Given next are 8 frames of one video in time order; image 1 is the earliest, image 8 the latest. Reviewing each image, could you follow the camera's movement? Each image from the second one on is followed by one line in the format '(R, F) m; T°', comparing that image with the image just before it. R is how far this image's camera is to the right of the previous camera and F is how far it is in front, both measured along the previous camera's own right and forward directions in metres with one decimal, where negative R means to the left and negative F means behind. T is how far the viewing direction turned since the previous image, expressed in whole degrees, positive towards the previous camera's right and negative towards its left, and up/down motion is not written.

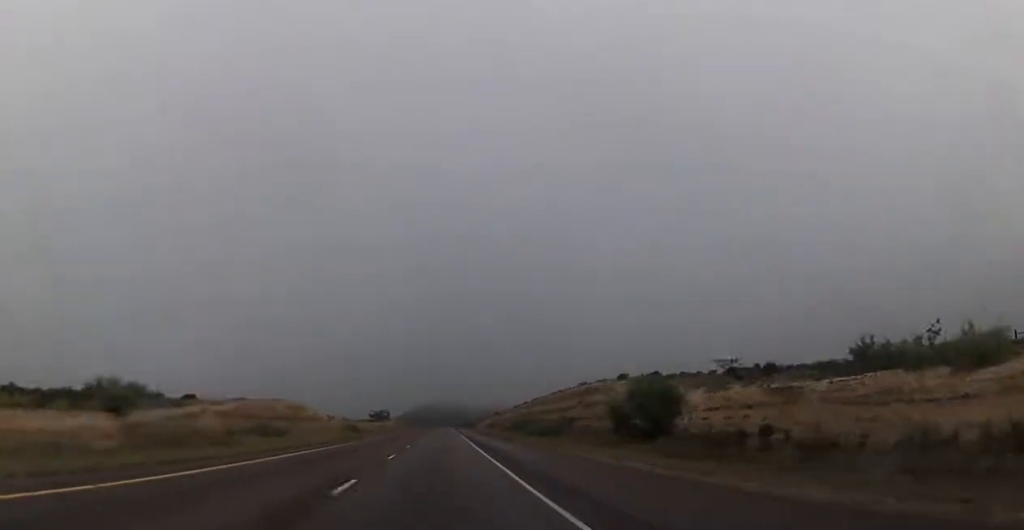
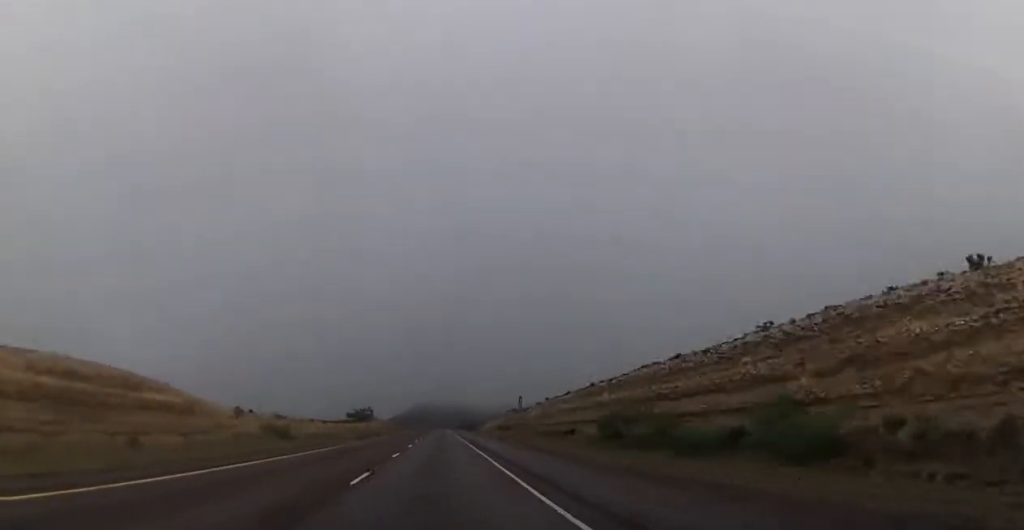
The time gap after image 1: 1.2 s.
(0.0, +46.3) m; +1°
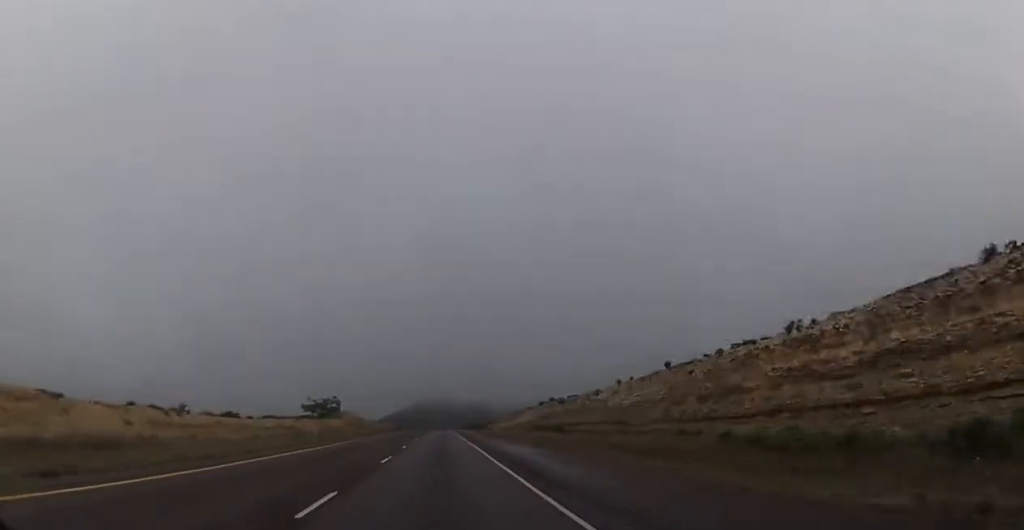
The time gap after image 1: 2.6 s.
(+0.3, +54.1) m; 0°
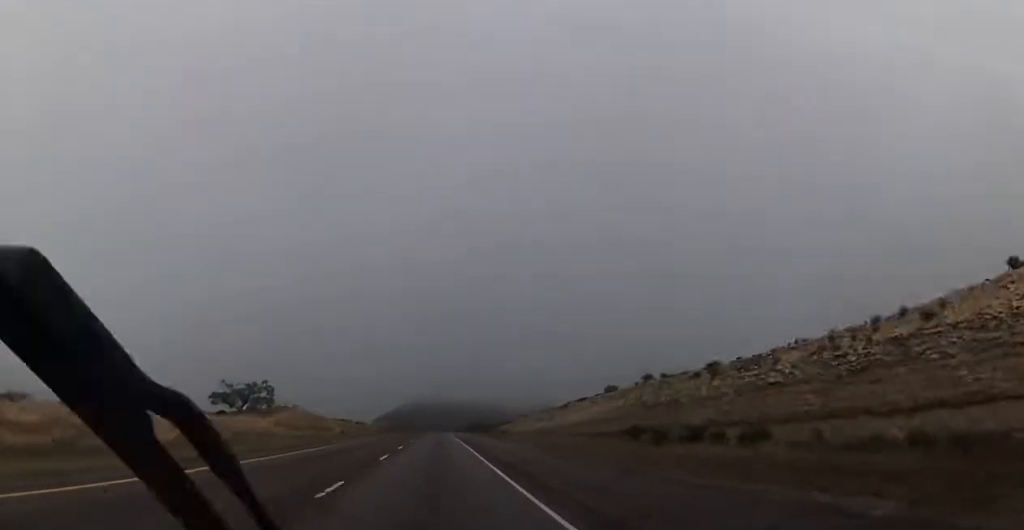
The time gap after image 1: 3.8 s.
(0.0, +46.3) m; 0°
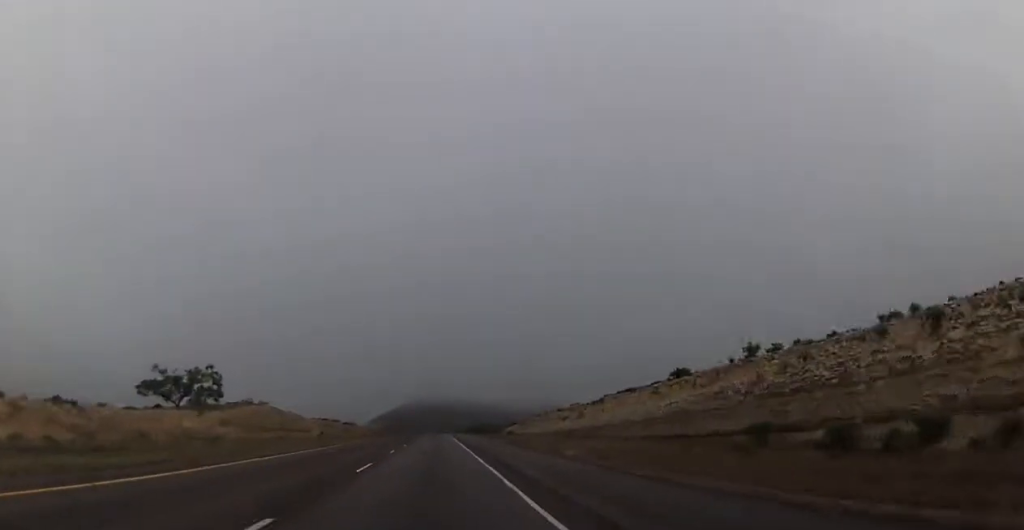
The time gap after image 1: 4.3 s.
(+0.2, +18.0) m; 0°
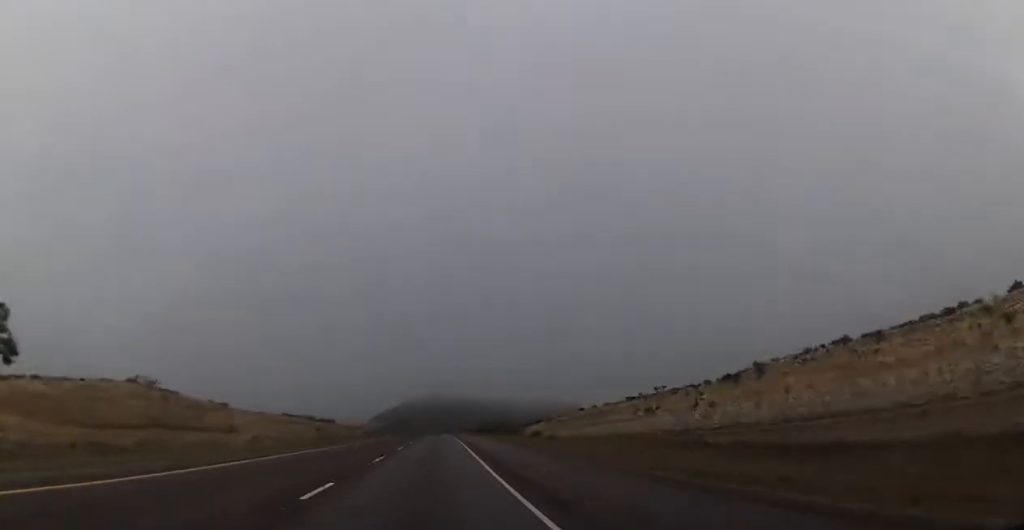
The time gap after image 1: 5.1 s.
(-0.4, +30.8) m; 0°
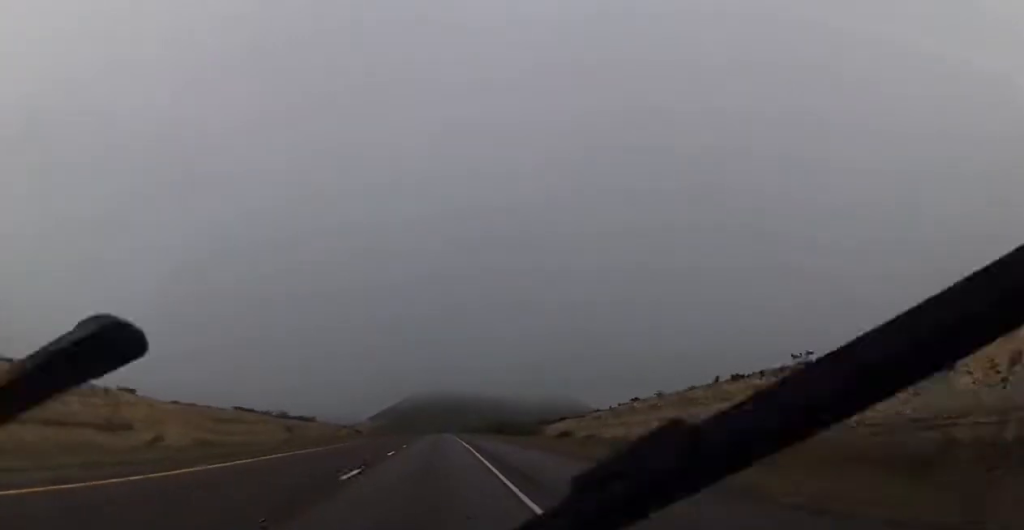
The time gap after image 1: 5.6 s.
(+0.2, +20.5) m; 0°
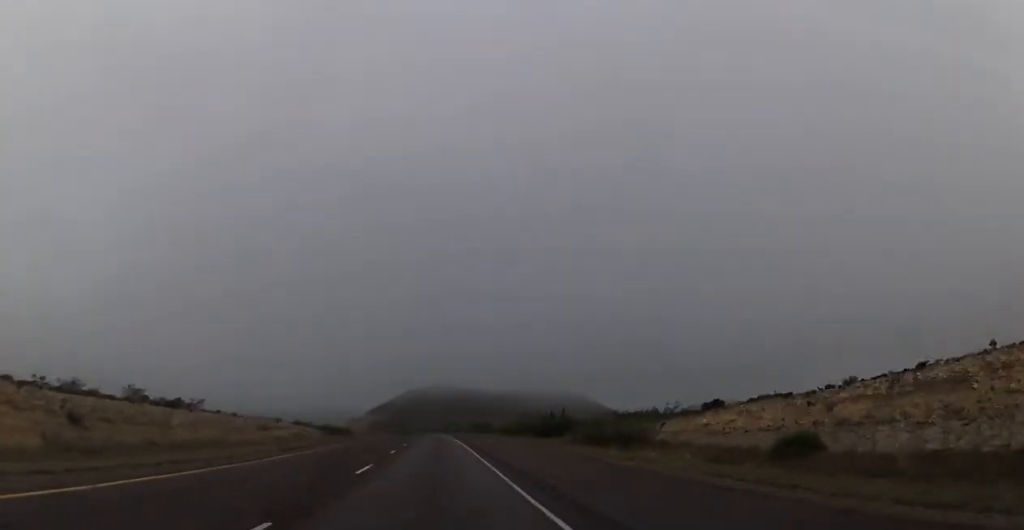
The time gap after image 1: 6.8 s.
(0.0, +46.2) m; -1°
